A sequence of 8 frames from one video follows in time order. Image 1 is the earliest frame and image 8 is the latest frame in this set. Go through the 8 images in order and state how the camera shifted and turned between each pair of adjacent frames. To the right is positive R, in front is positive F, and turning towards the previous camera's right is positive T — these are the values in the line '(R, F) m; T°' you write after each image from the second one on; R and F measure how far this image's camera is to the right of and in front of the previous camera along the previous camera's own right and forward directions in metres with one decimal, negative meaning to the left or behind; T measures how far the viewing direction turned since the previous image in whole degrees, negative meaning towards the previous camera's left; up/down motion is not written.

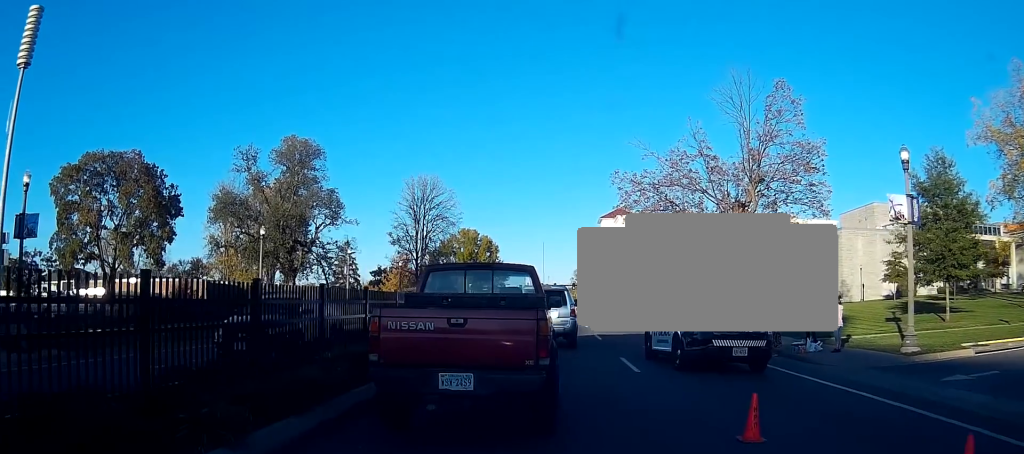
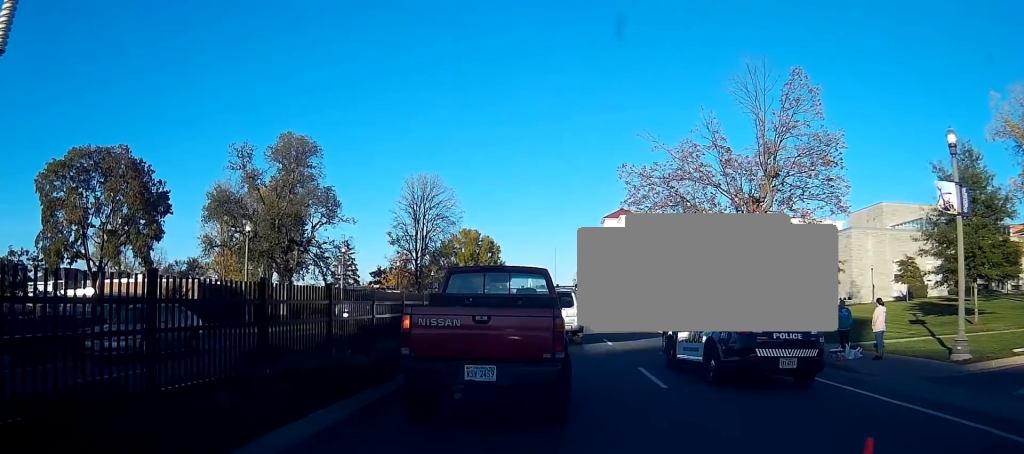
(+0.1, +3.6) m; 0°
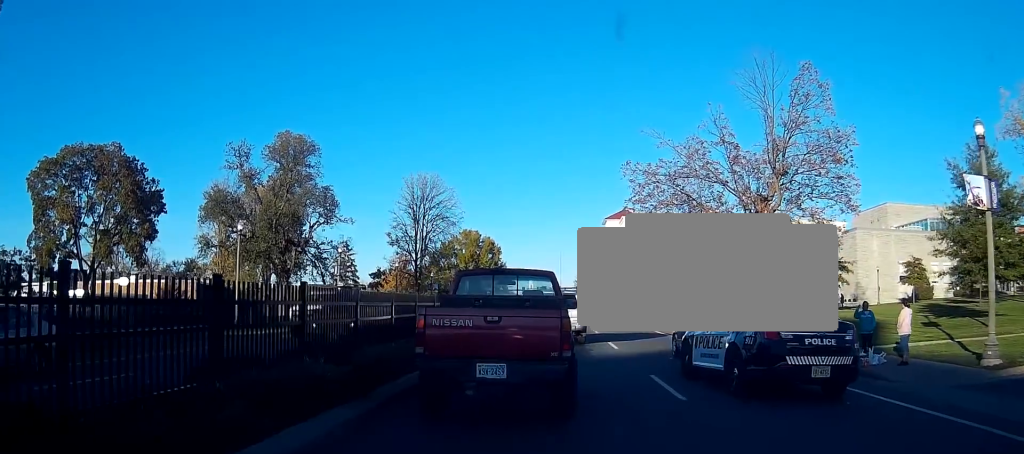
(0.0, +1.7) m; -1°
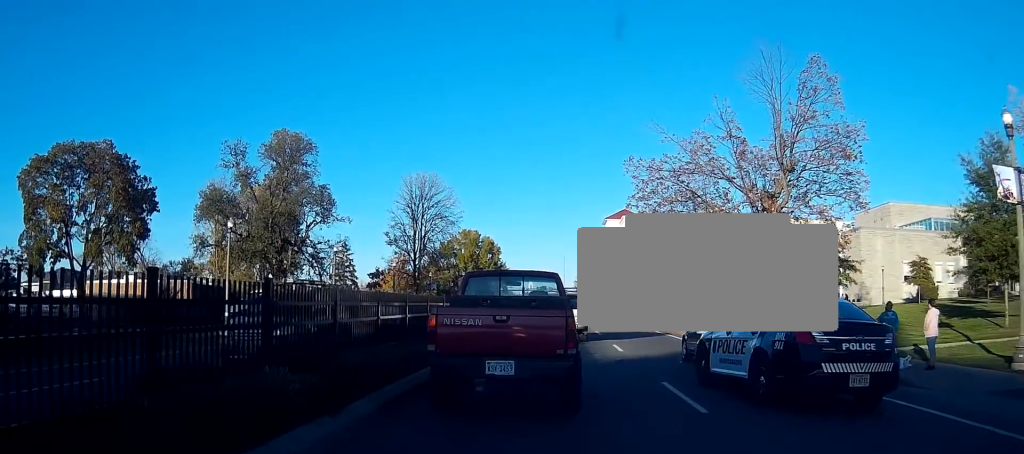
(0.0, +1.6) m; -1°
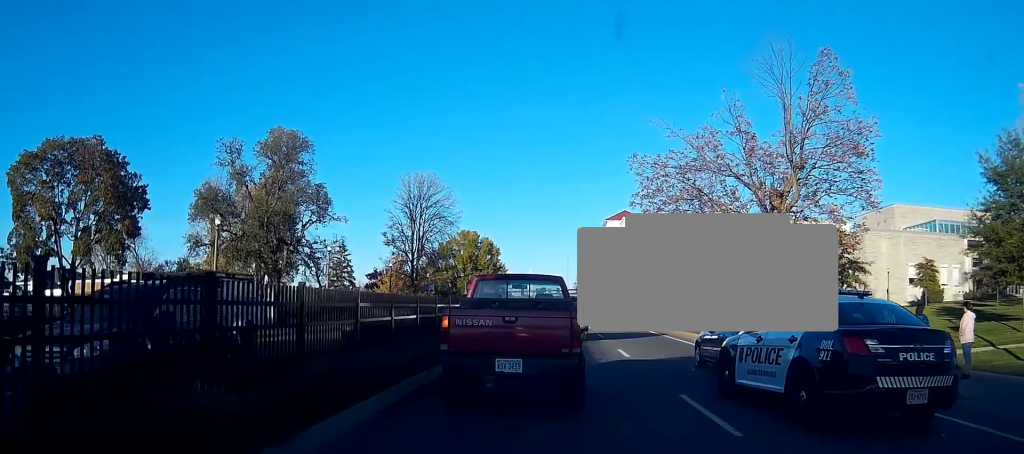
(0.0, +1.9) m; -1°
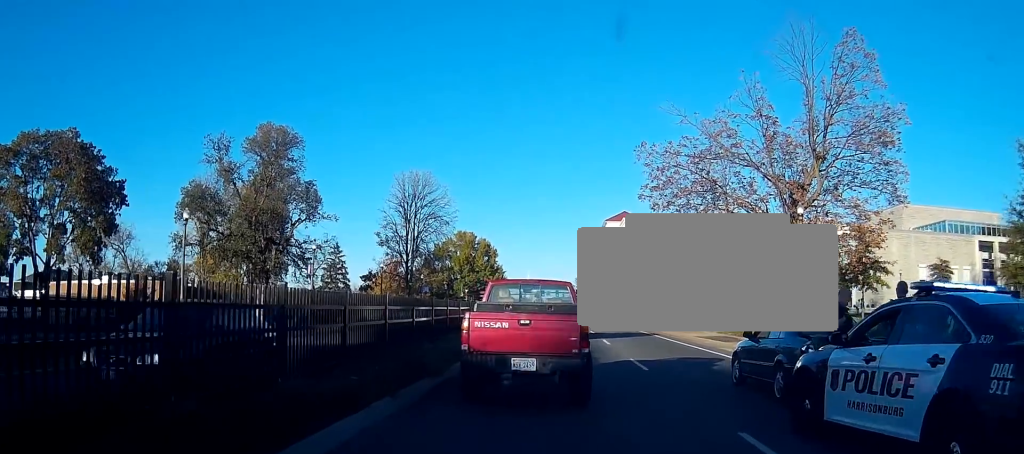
(-0.1, +3.9) m; -1°
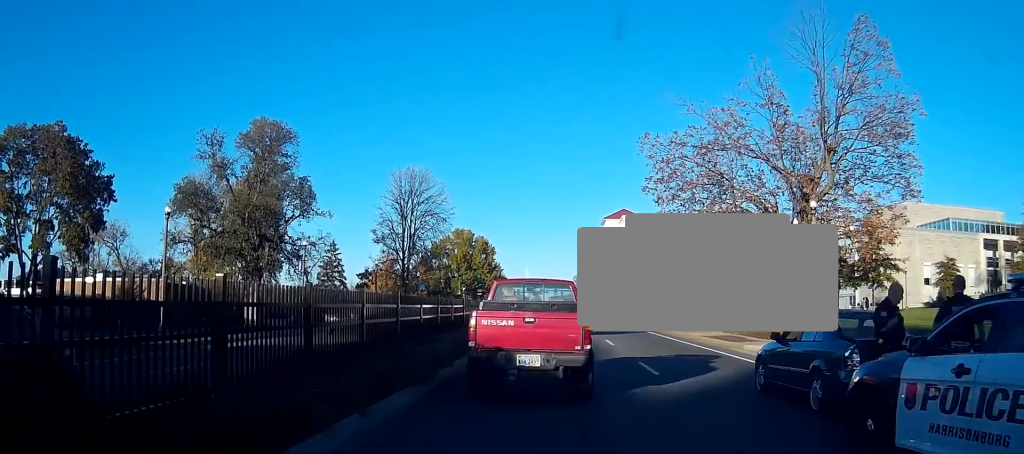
(0.0, +1.7) m; 0°
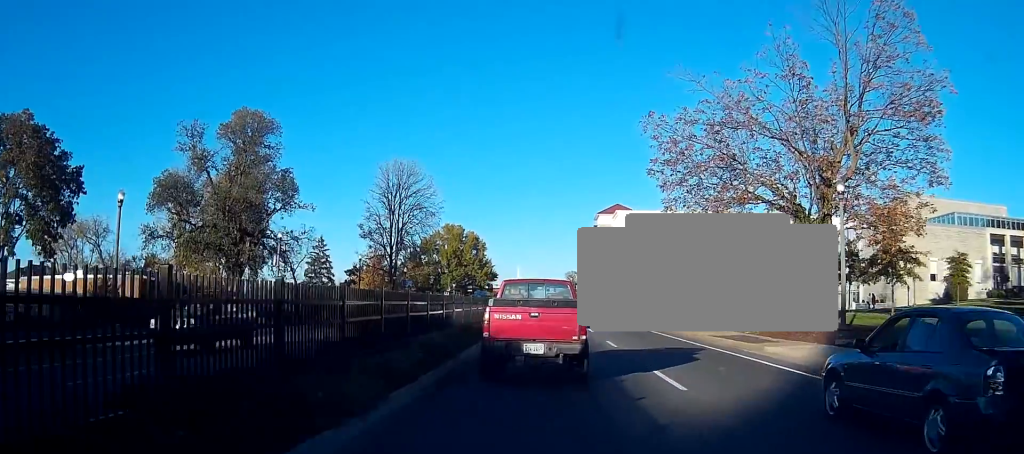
(+0.1, +3.8) m; +4°
